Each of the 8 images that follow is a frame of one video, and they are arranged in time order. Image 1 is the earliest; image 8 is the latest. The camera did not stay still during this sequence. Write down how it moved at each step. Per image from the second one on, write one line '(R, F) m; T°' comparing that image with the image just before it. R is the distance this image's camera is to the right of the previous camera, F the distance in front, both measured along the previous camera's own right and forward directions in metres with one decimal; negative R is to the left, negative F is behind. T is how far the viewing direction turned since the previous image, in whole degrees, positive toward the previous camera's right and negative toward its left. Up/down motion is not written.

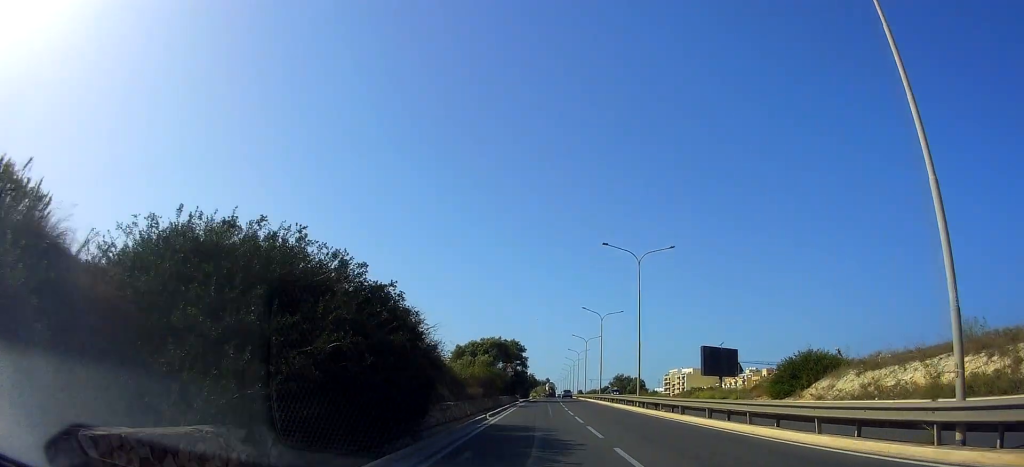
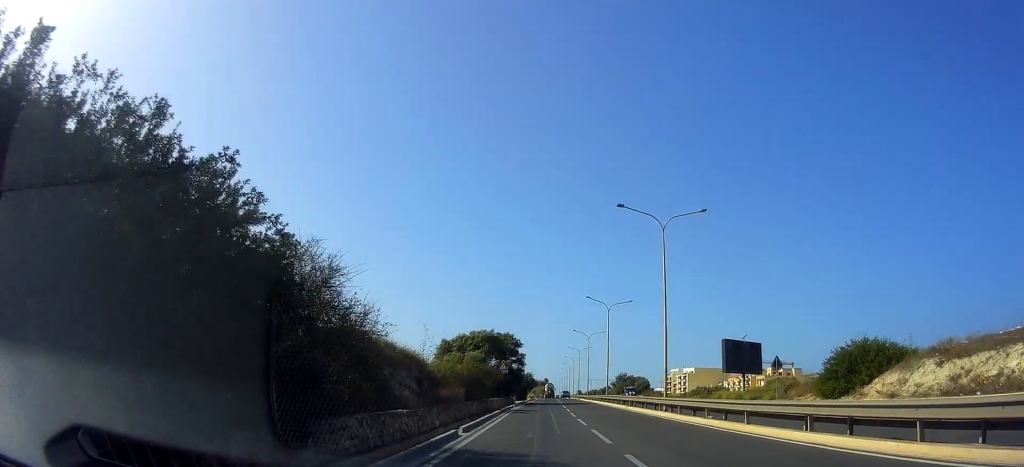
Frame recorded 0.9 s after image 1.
(-0.2, +5.9) m; -3°
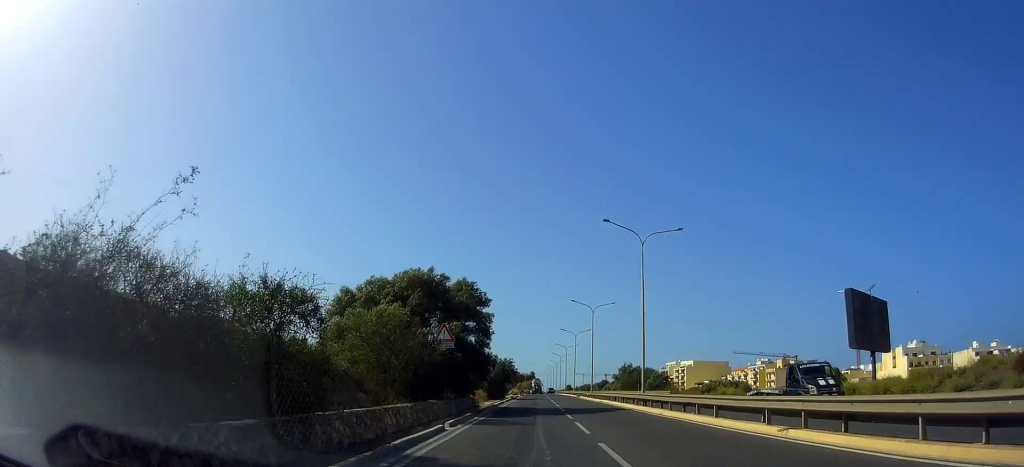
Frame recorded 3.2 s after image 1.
(-0.9, +21.2) m; 0°
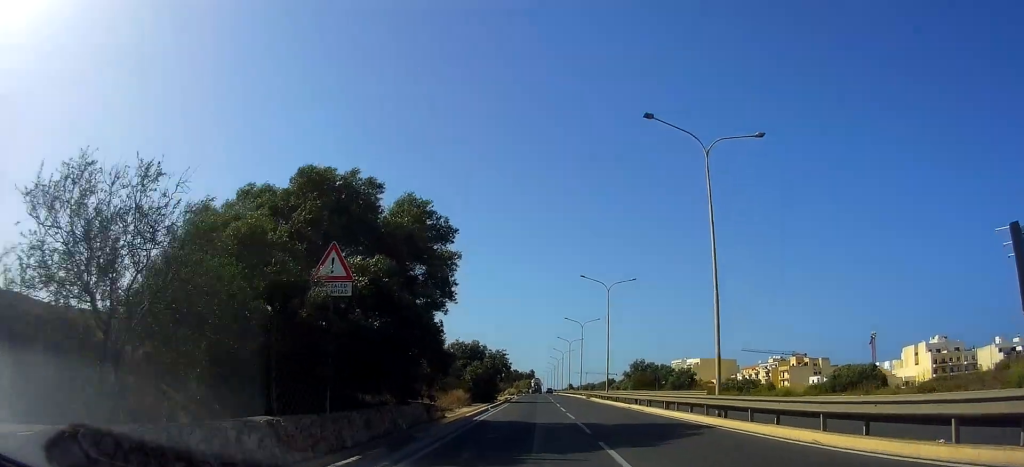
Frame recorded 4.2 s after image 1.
(+0.6, +11.8) m; +1°
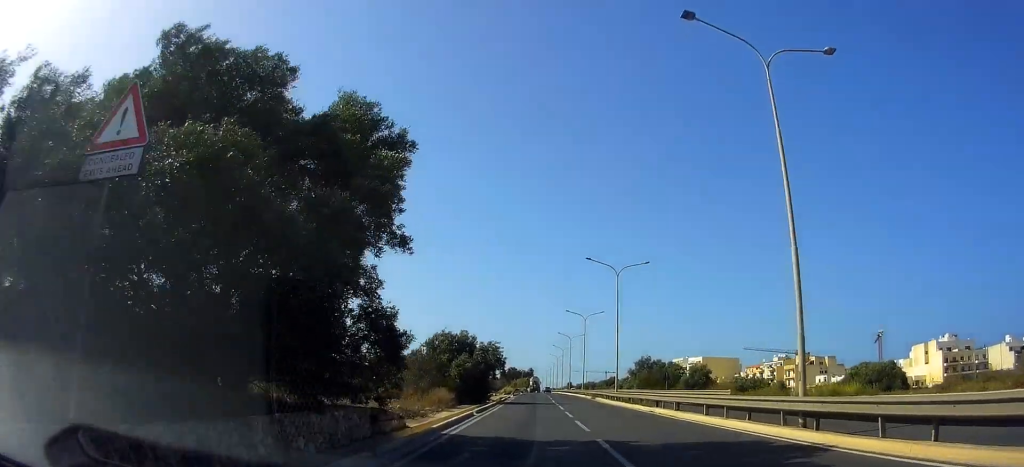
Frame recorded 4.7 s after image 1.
(0.0, +5.6) m; -1°
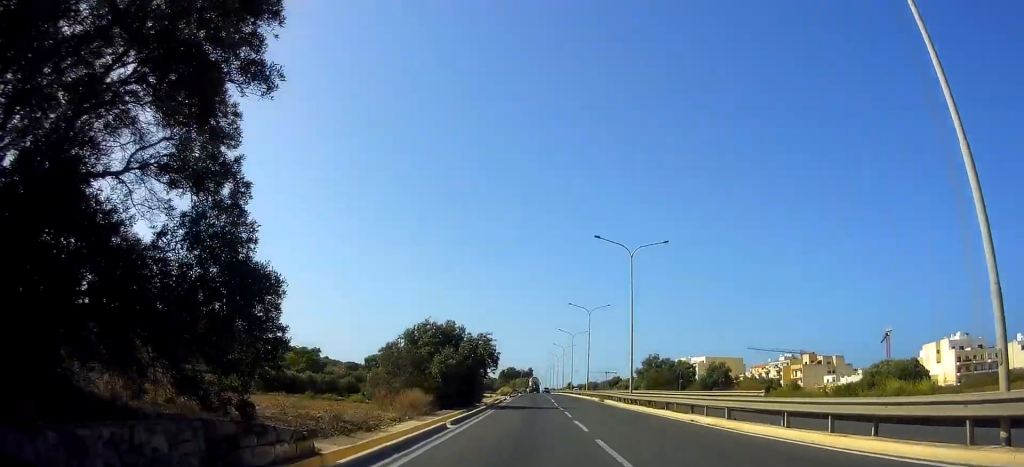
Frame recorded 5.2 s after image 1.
(-0.3, +5.8) m; -1°
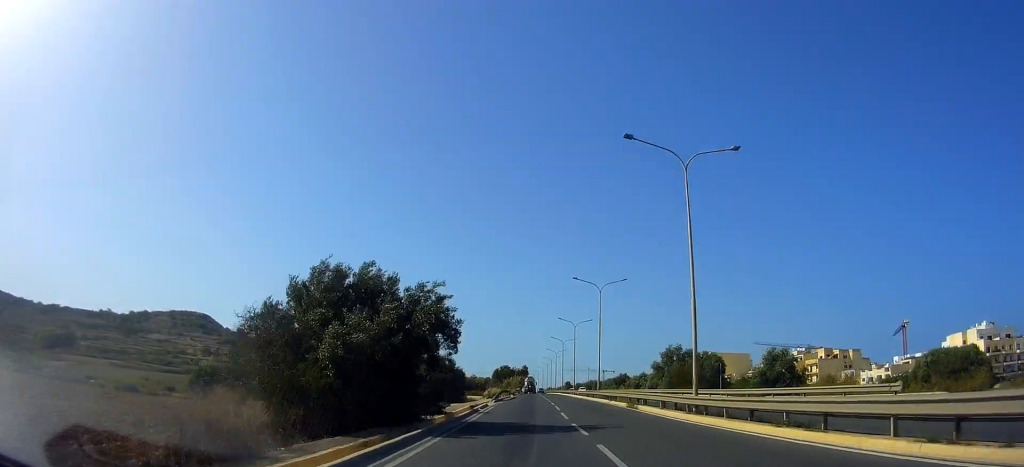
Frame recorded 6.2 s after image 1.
(-0.1, +13.6) m; +1°
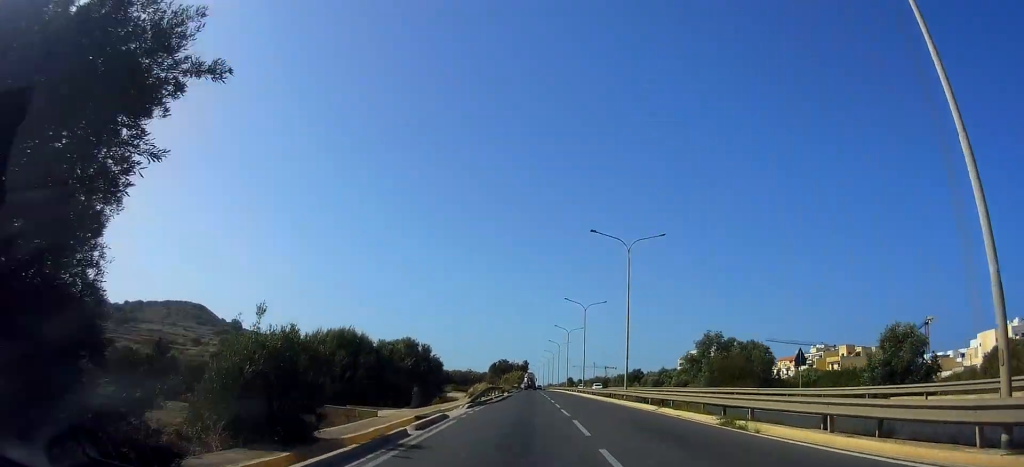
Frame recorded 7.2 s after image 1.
(+0.3, +13.4) m; +1°
